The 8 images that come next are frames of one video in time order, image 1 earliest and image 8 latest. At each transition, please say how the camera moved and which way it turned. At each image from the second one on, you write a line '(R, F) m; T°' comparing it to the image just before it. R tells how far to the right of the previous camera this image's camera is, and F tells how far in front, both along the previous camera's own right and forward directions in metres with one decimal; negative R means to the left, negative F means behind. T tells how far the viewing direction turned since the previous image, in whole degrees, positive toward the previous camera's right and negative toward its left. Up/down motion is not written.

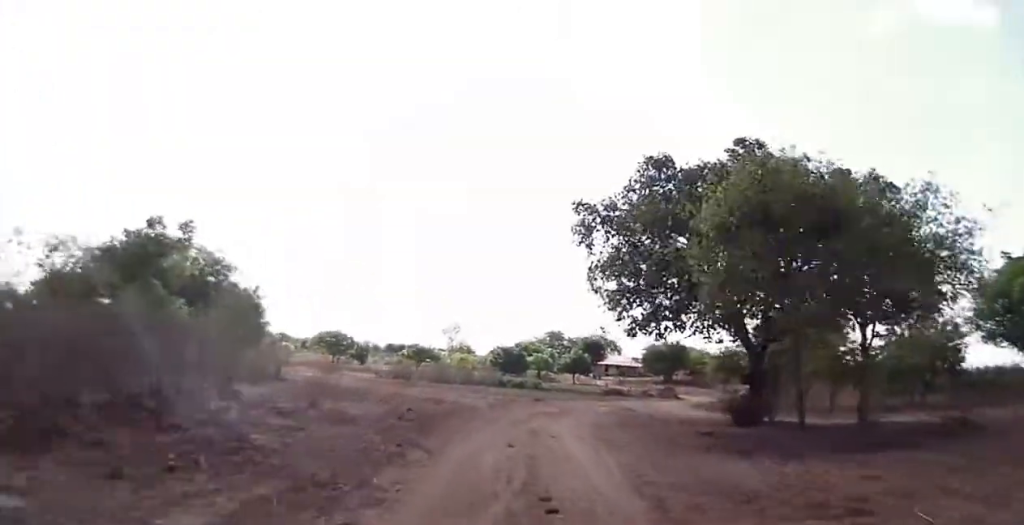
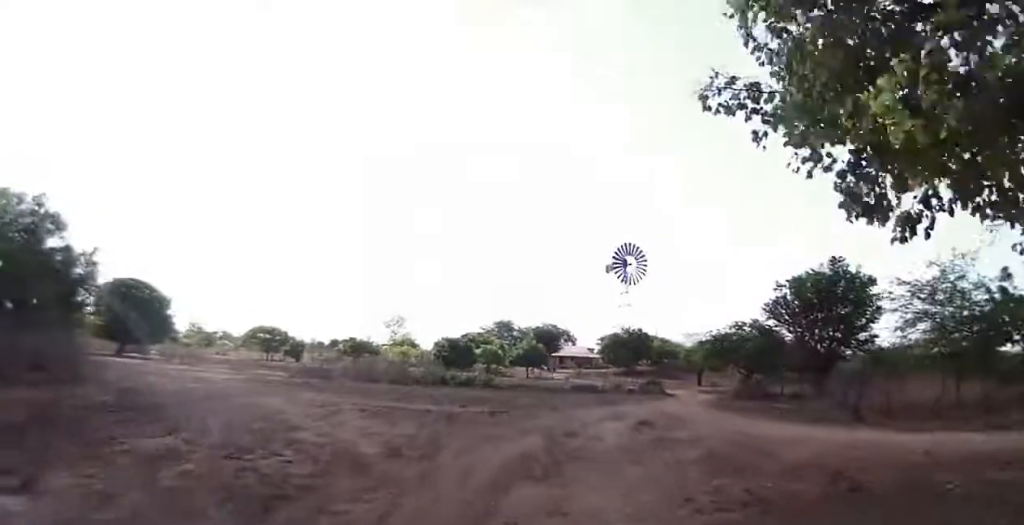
(+1.0, +12.9) m; +10°
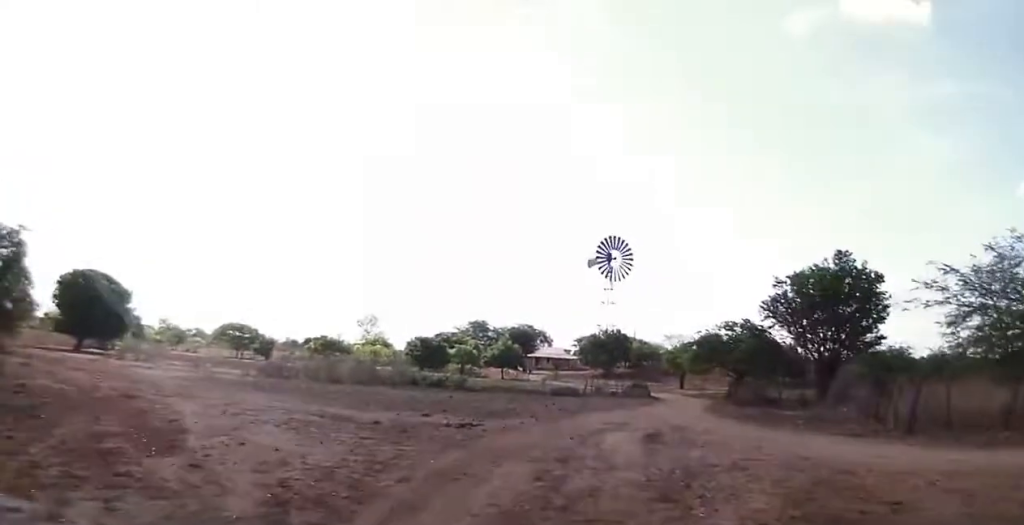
(+0.1, +4.0) m; +3°
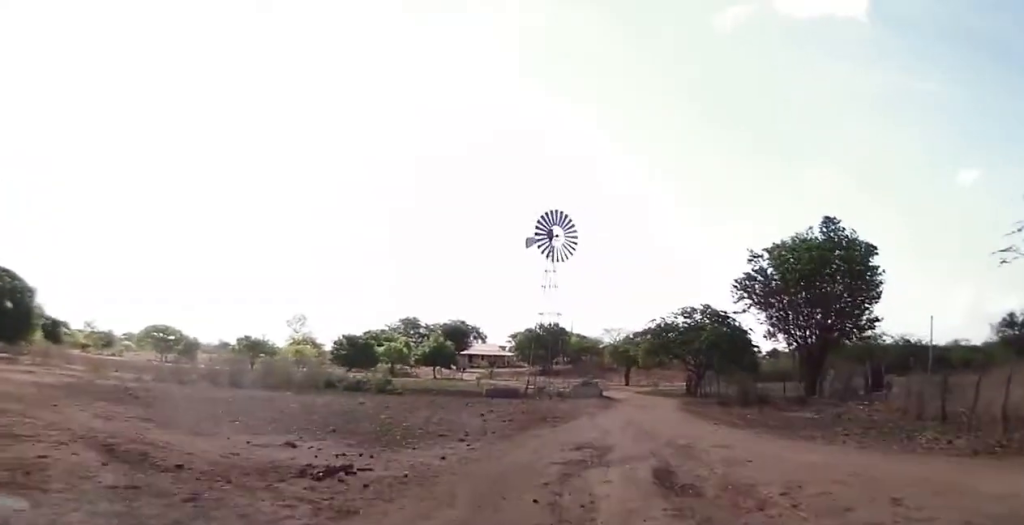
(+0.4, +7.0) m; +4°
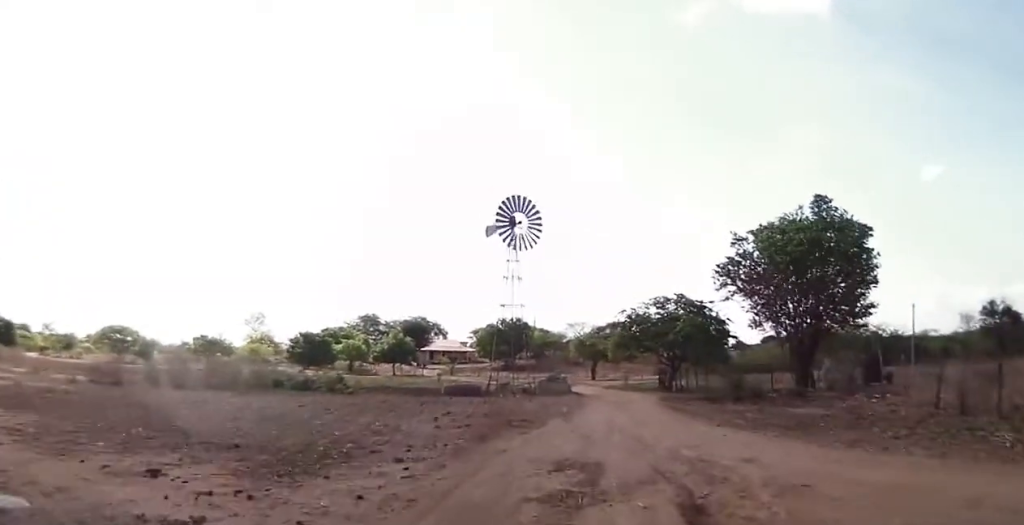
(0.0, +3.6) m; 0°
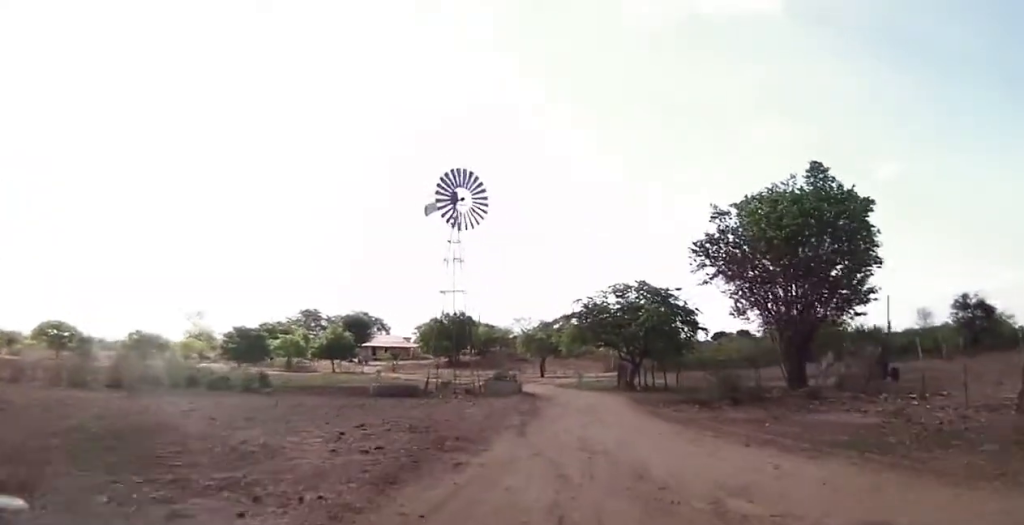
(0.0, +5.1) m; +5°
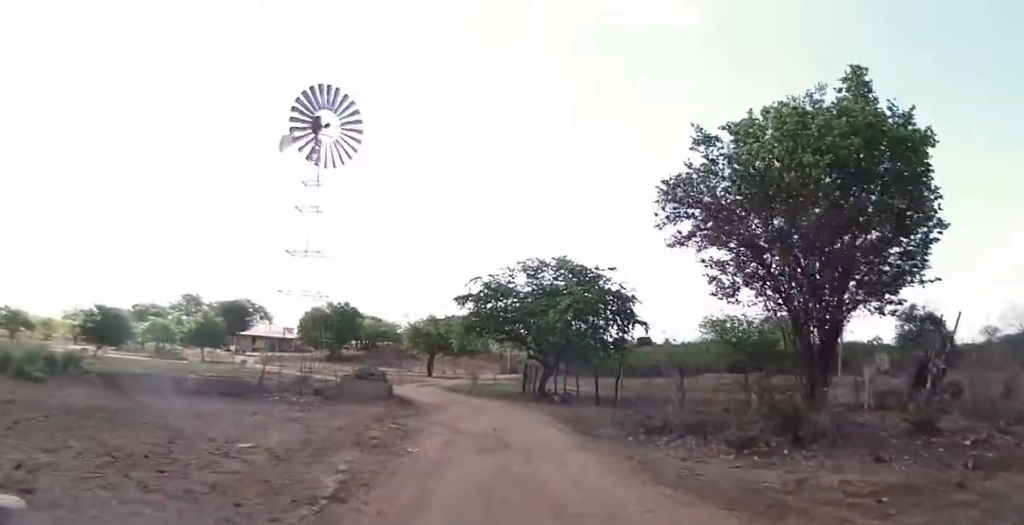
(+1.7, +9.8) m; +15°
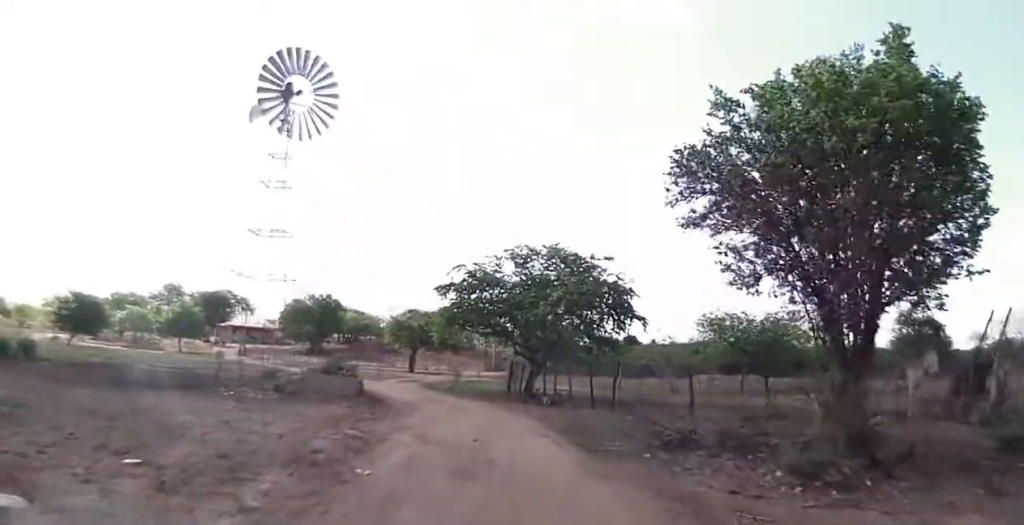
(+0.1, +2.5) m; +1°
